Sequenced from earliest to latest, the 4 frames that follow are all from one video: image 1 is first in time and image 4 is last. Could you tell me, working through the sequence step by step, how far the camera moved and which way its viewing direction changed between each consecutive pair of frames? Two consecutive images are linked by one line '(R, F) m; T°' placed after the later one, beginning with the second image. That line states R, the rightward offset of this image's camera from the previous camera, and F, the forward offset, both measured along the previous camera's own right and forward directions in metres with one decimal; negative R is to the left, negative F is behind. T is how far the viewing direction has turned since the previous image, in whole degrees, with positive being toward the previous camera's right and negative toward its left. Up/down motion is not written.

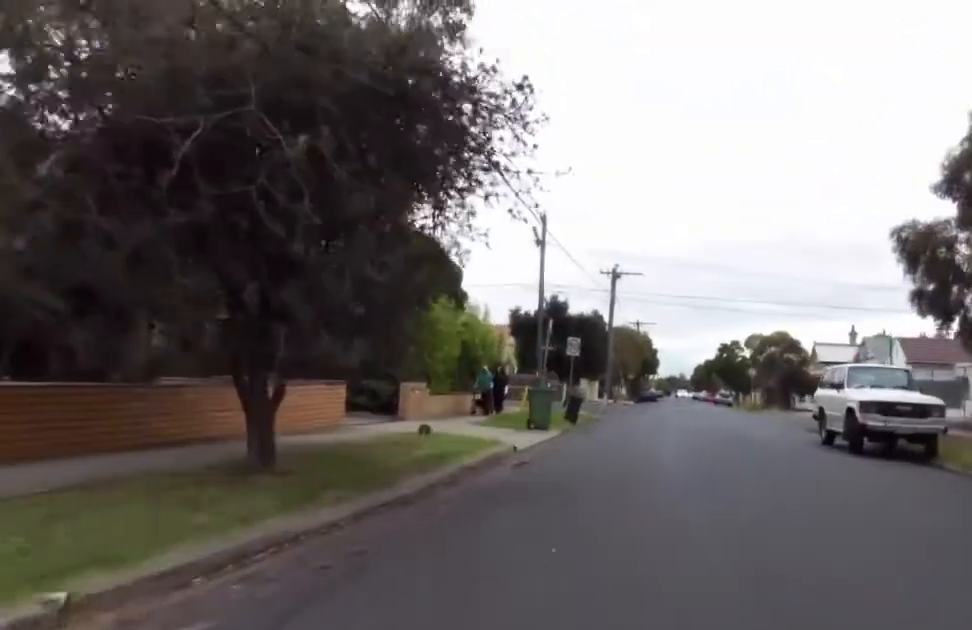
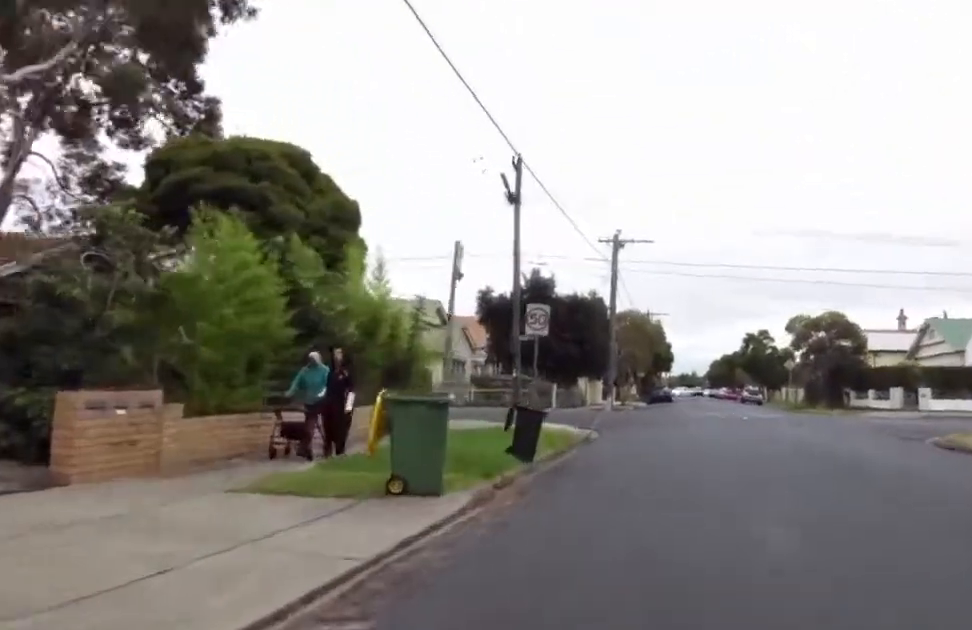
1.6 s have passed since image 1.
(+0.7, +9.7) m; +1°
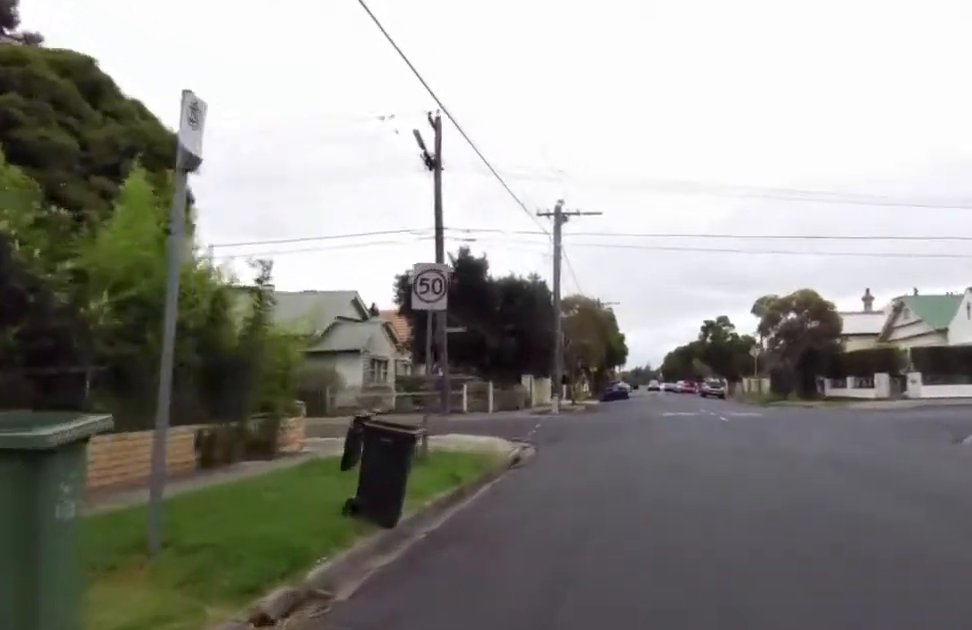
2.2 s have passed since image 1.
(-0.4, +3.2) m; 0°
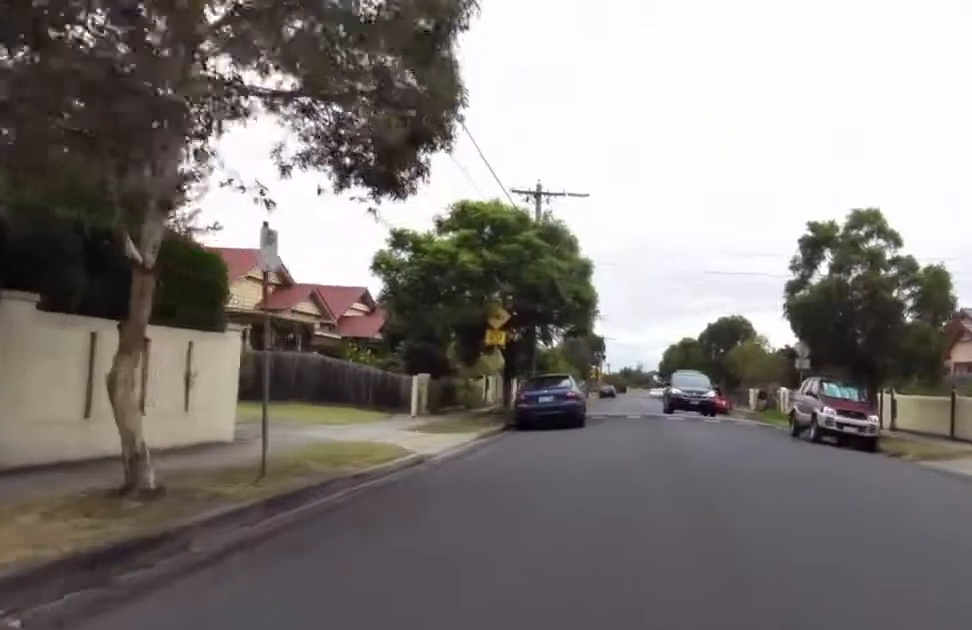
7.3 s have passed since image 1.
(+1.5, +40.7) m; +1°
